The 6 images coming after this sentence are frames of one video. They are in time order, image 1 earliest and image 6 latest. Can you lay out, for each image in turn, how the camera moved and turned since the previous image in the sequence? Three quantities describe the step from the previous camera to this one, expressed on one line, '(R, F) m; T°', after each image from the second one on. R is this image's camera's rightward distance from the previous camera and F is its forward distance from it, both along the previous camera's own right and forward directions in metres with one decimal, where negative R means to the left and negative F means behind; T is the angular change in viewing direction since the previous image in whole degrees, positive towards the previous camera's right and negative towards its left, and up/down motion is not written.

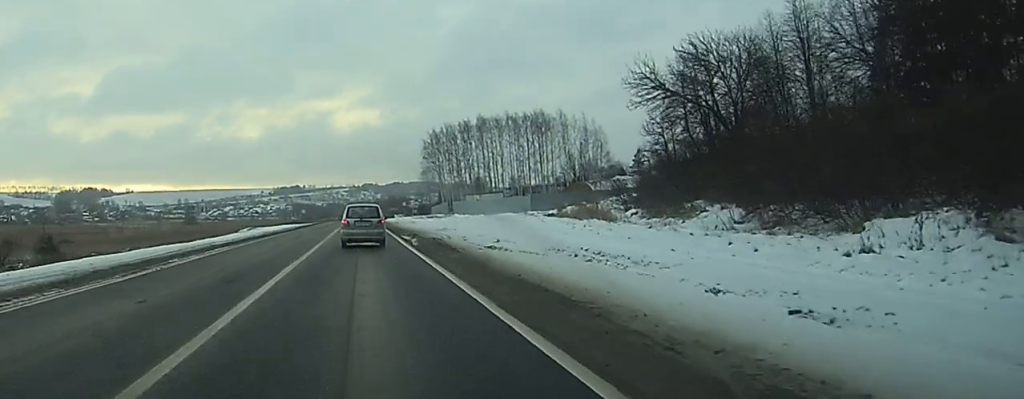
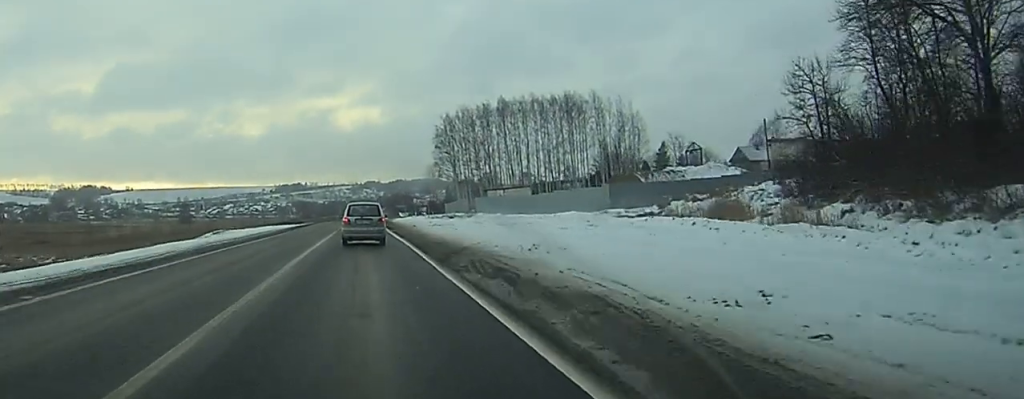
(-1.2, +23.9) m; -4°
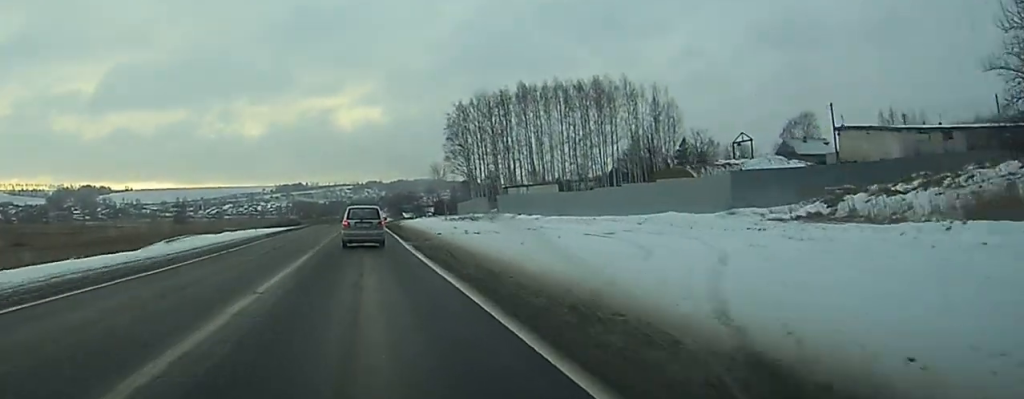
(+0.2, +16.3) m; +2°
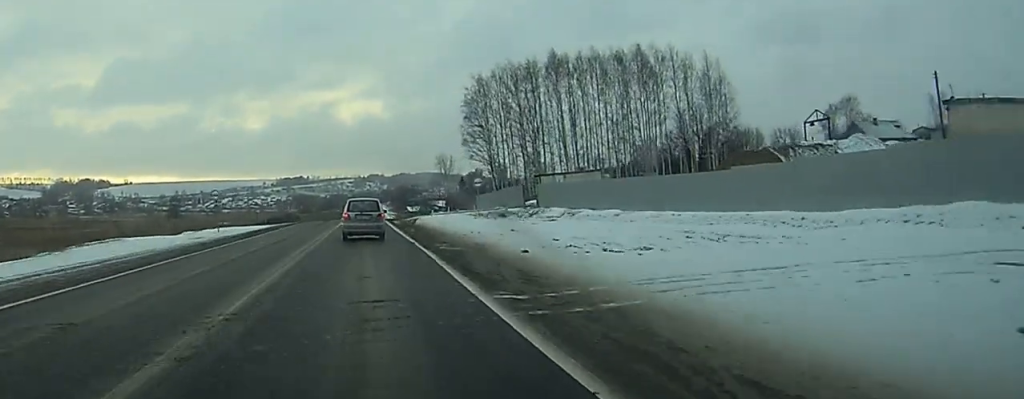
(+0.5, +20.2) m; +1°
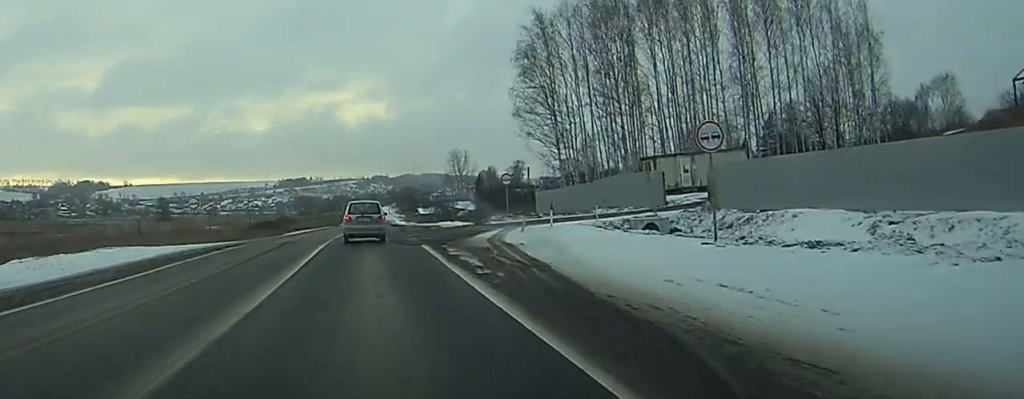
(-0.2, +37.7) m; 0°
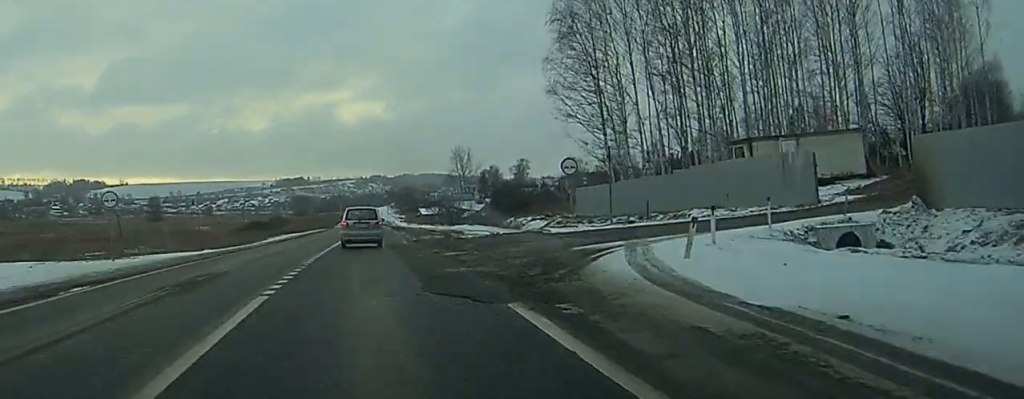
(0.0, +16.4) m; 0°
